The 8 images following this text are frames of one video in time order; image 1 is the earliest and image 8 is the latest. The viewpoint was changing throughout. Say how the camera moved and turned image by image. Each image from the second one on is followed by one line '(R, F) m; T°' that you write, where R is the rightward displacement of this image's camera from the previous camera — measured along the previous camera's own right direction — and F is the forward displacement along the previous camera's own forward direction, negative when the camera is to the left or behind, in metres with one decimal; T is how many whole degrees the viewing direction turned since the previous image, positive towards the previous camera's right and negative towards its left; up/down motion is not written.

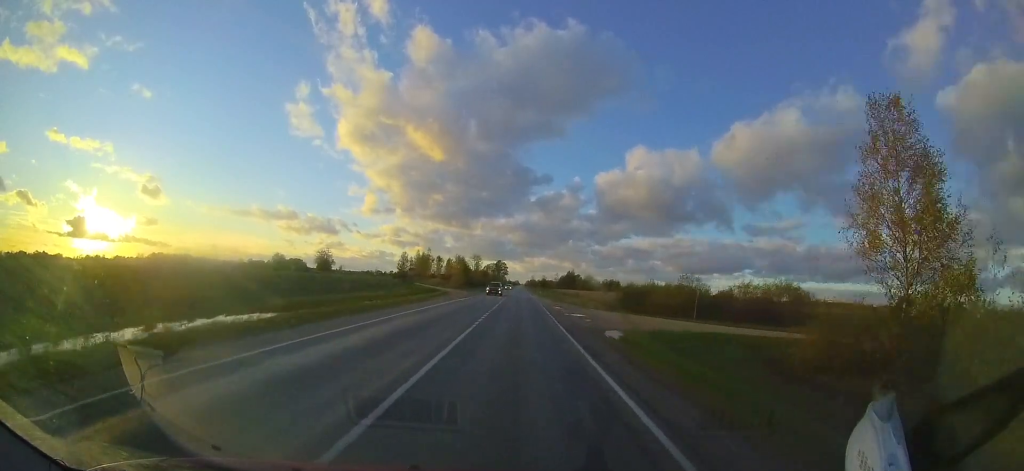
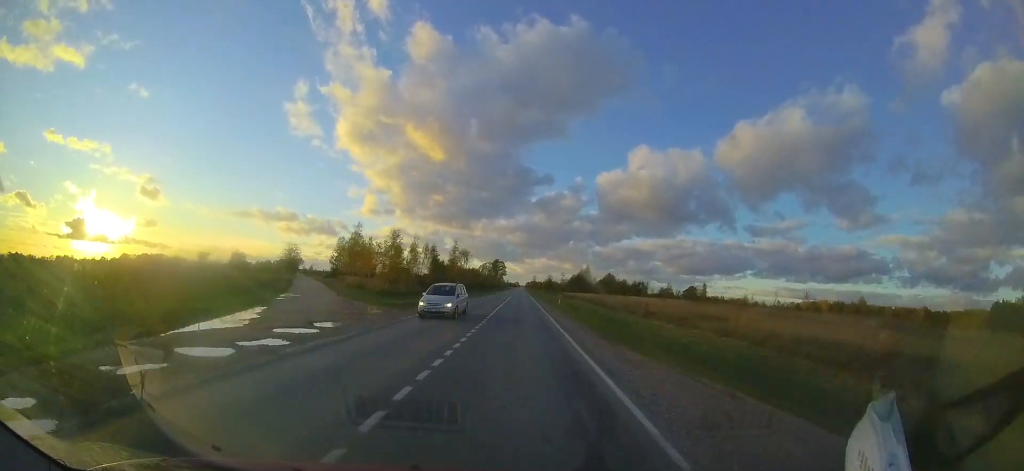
(+0.5, +35.5) m; +1°
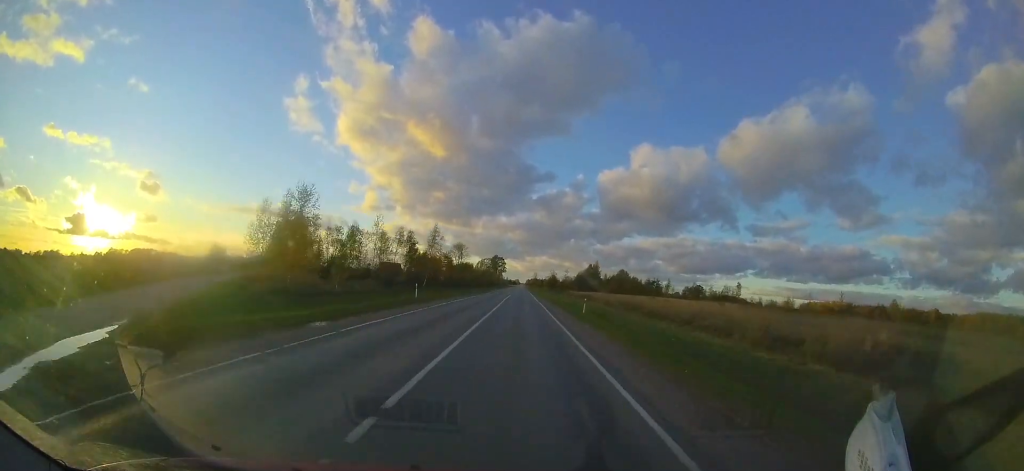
(0.0, +15.5) m; 0°
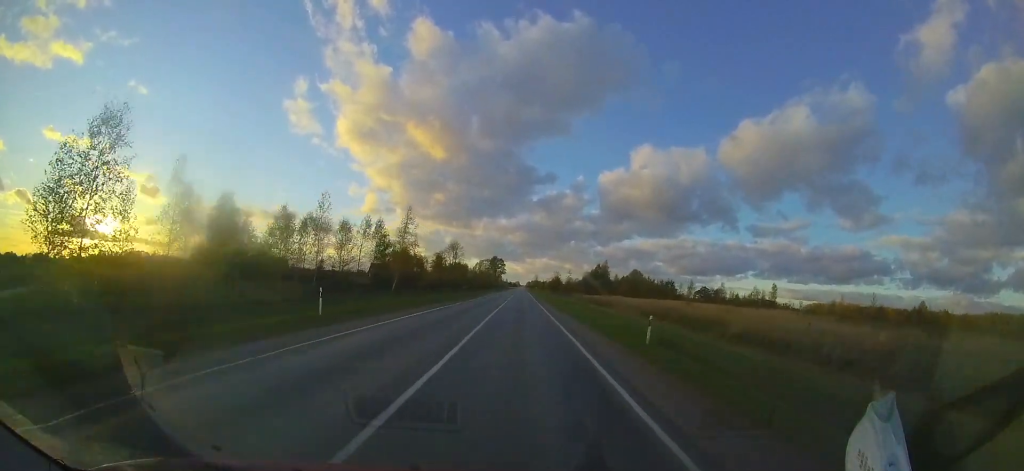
(0.0, +11.9) m; 0°
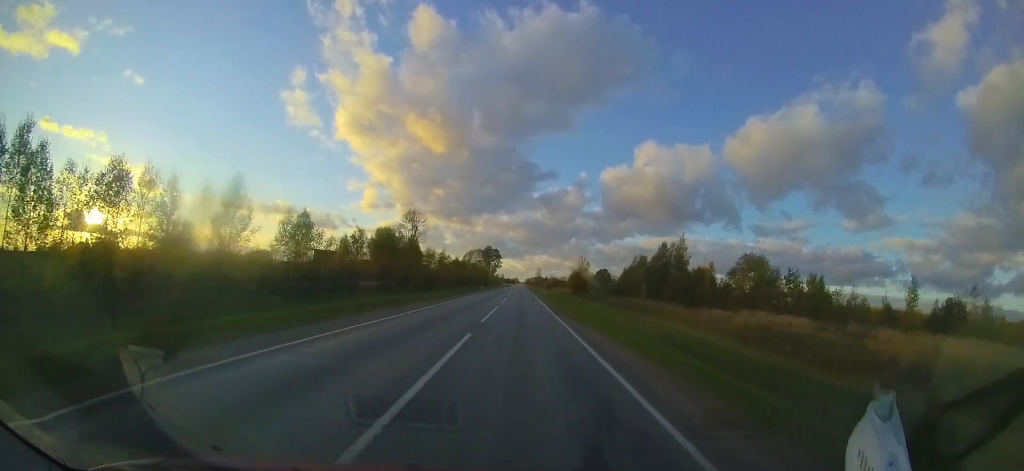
(+0.3, +49.7) m; 0°
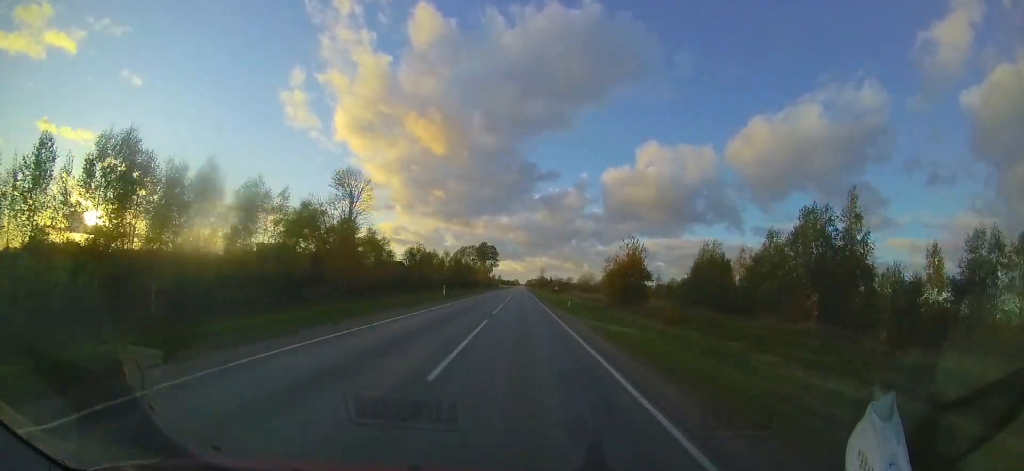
(-0.5, +30.7) m; -1°
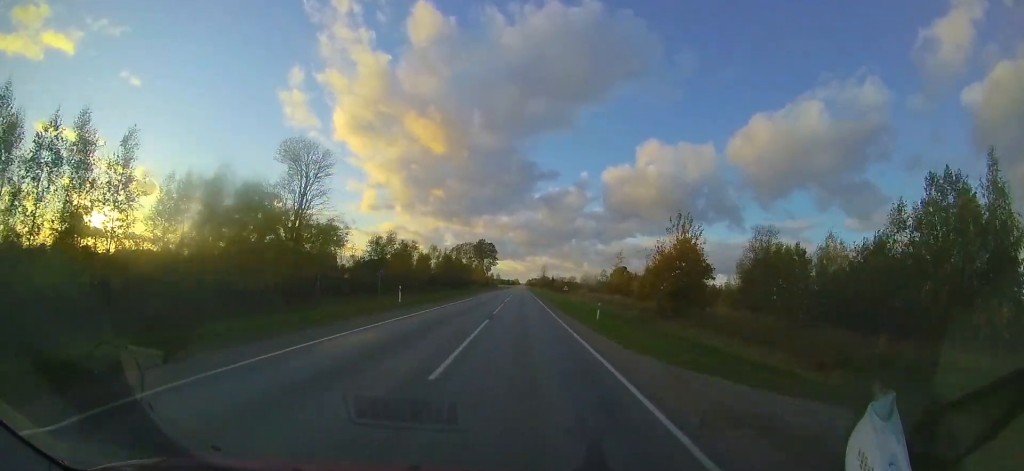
(0.0, +12.3) m; 0°
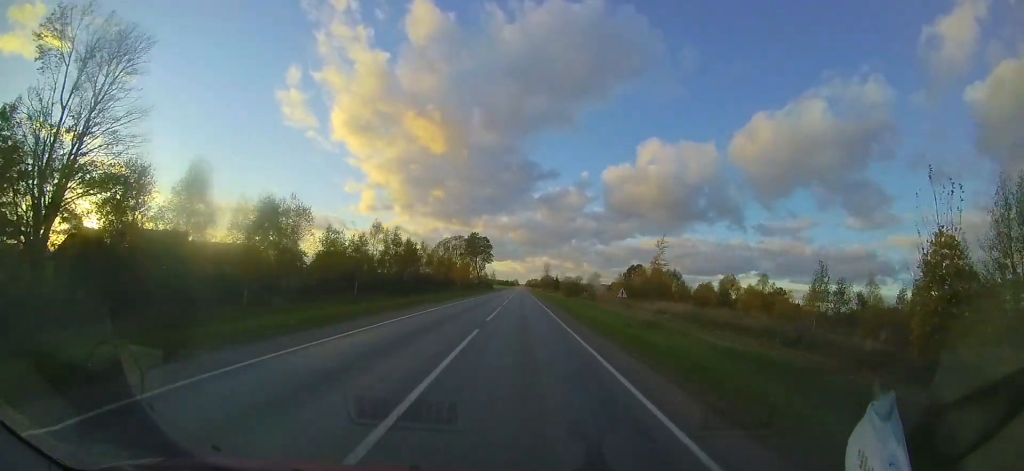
(0.0, +27.0) m; +1°
